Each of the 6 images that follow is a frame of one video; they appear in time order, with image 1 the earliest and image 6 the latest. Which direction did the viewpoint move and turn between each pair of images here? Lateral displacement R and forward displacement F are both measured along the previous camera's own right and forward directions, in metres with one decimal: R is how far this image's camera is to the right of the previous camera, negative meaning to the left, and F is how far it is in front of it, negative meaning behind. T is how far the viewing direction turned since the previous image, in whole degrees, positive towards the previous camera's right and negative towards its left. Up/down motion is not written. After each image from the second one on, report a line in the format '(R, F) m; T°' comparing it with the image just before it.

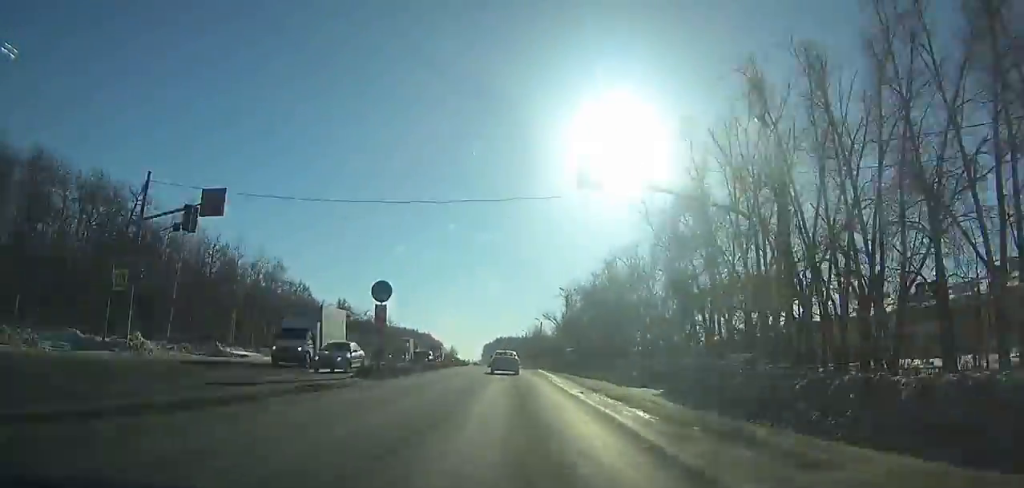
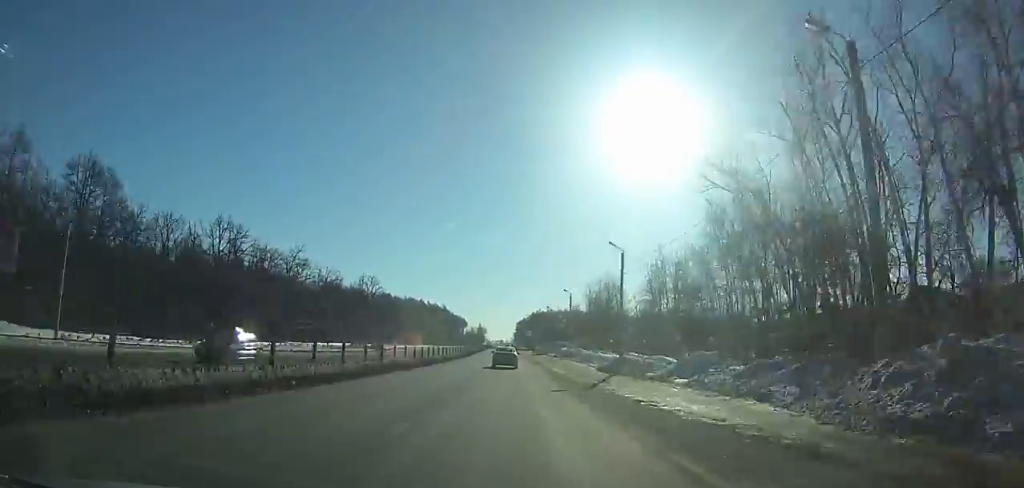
(-2.2, +94.4) m; -2°
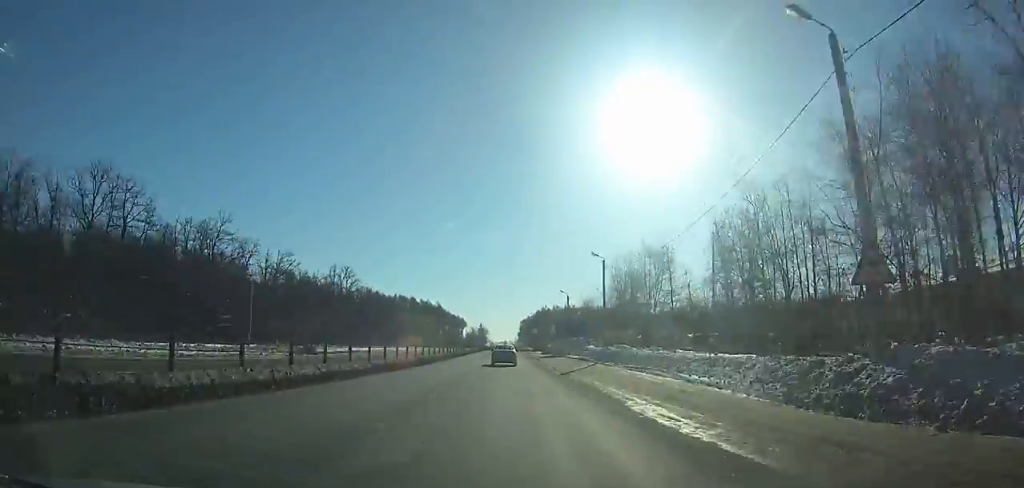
(0.0, +31.5) m; -1°
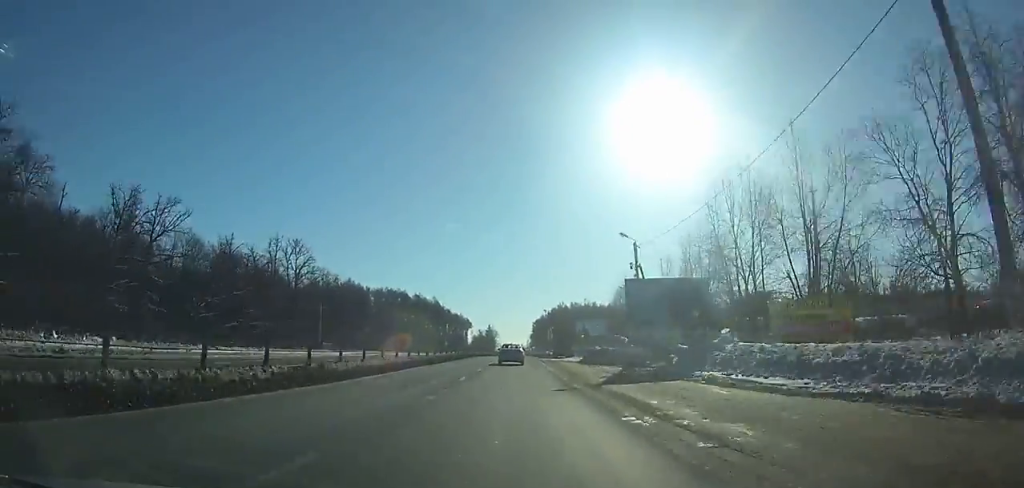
(-0.4, +43.8) m; -1°
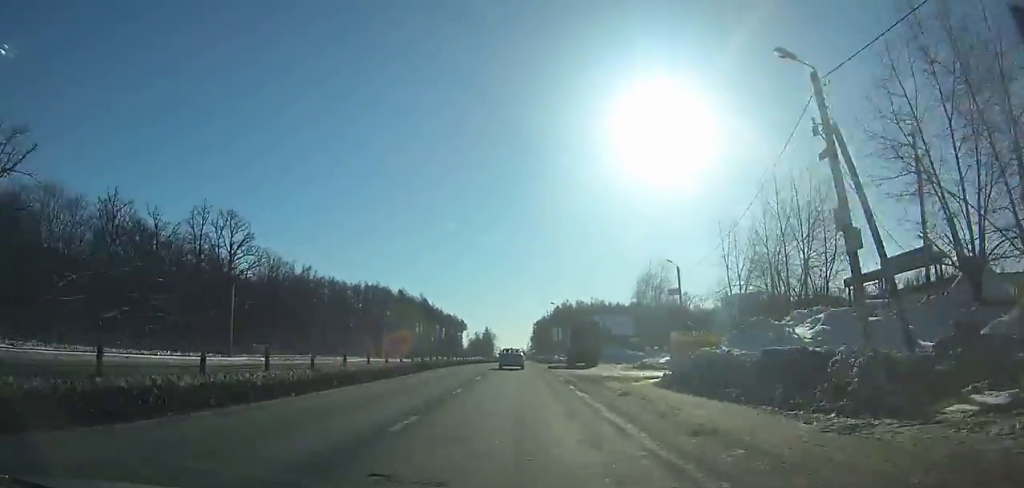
(-0.1, +27.9) m; 0°
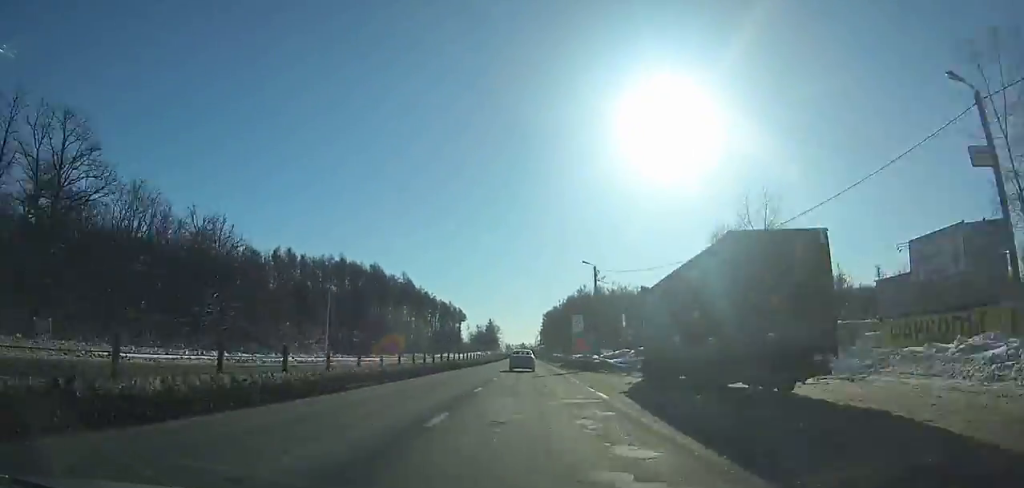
(-0.1, +39.8) m; 0°
